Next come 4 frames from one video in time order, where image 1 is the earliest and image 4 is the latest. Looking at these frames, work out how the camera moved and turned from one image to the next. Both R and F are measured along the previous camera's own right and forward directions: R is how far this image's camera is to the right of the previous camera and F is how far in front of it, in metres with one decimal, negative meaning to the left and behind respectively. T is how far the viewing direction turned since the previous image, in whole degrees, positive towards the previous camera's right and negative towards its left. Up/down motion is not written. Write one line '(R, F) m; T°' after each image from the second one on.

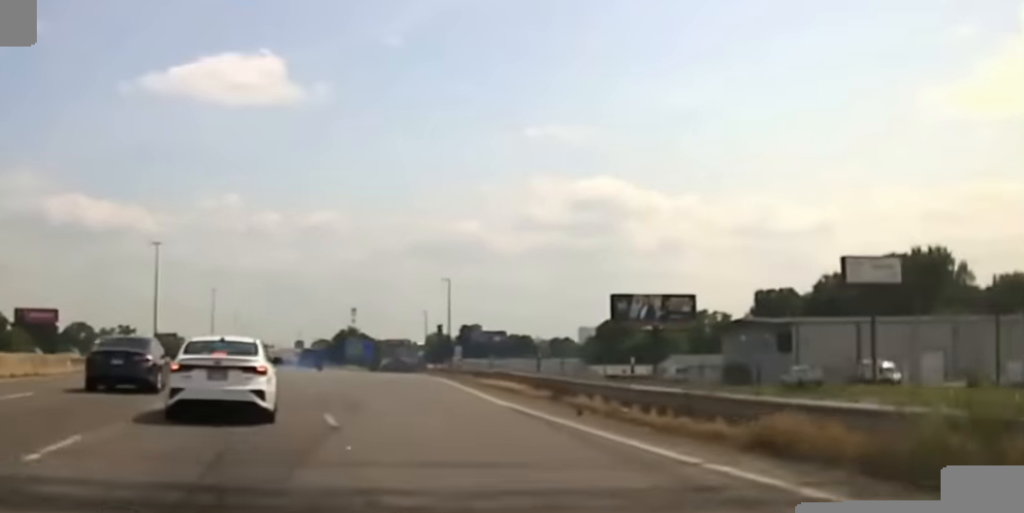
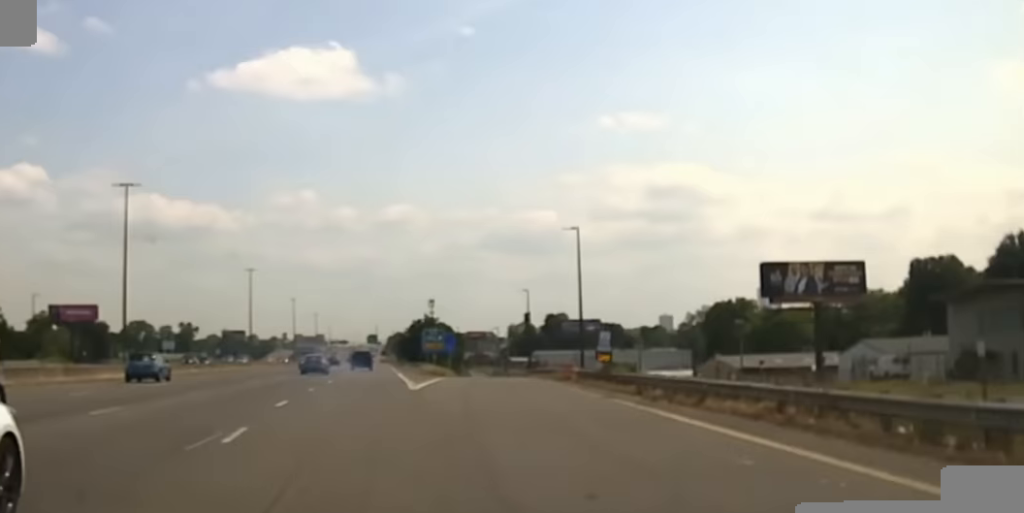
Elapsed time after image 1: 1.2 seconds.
(-1.5, +41.3) m; -3°
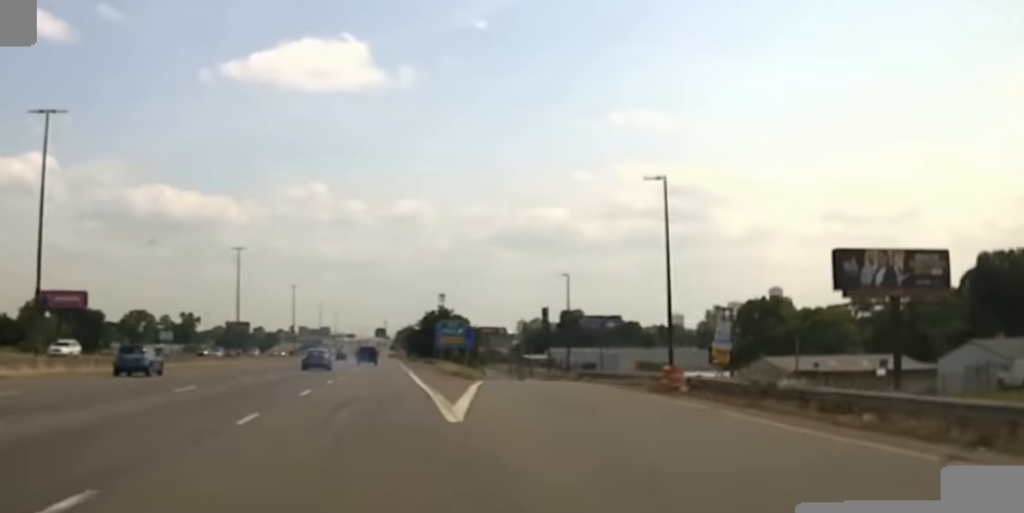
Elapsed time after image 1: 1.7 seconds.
(-0.1, +19.7) m; 0°
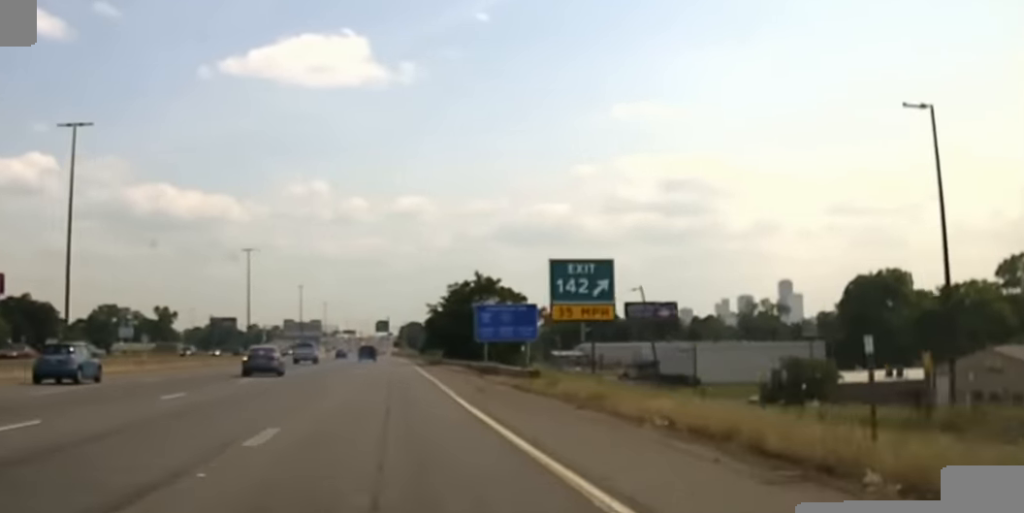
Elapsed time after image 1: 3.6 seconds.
(+0.5, +68.5) m; 0°
